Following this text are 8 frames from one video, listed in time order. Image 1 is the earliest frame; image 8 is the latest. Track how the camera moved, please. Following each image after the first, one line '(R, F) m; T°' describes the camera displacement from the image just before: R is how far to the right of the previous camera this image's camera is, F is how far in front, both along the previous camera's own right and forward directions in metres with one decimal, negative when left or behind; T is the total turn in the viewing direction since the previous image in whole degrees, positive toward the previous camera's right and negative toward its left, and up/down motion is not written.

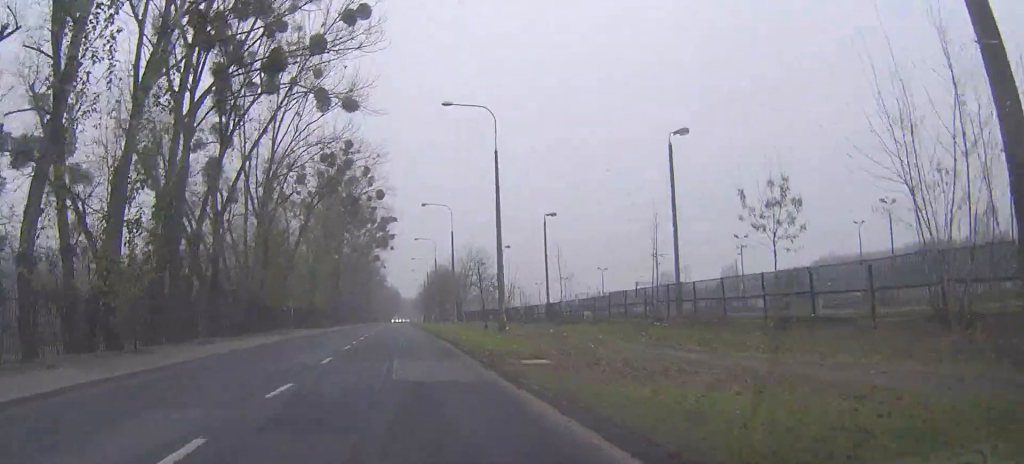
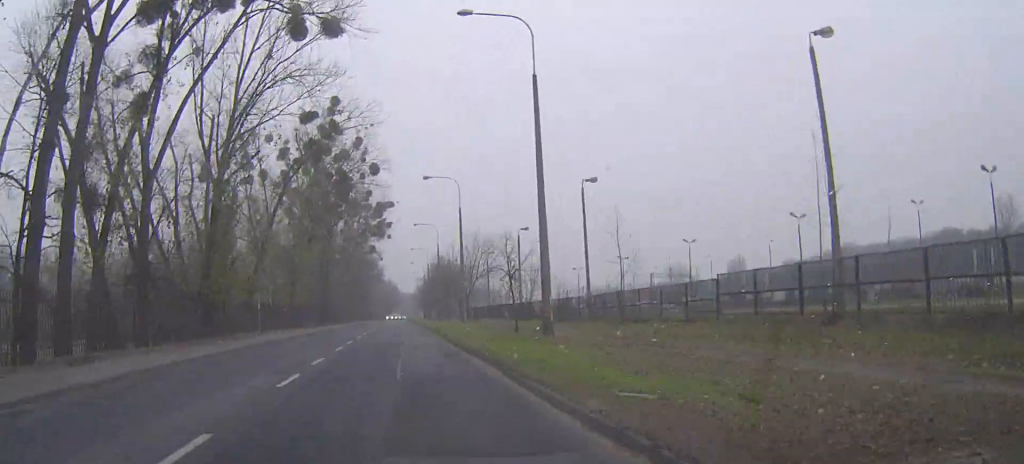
(0.0, +12.1) m; 0°
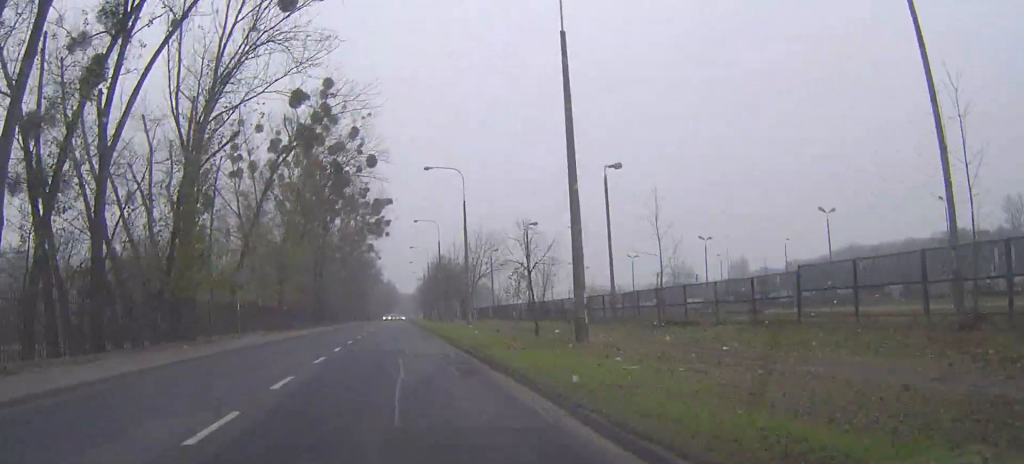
(0.0, +5.1) m; 0°
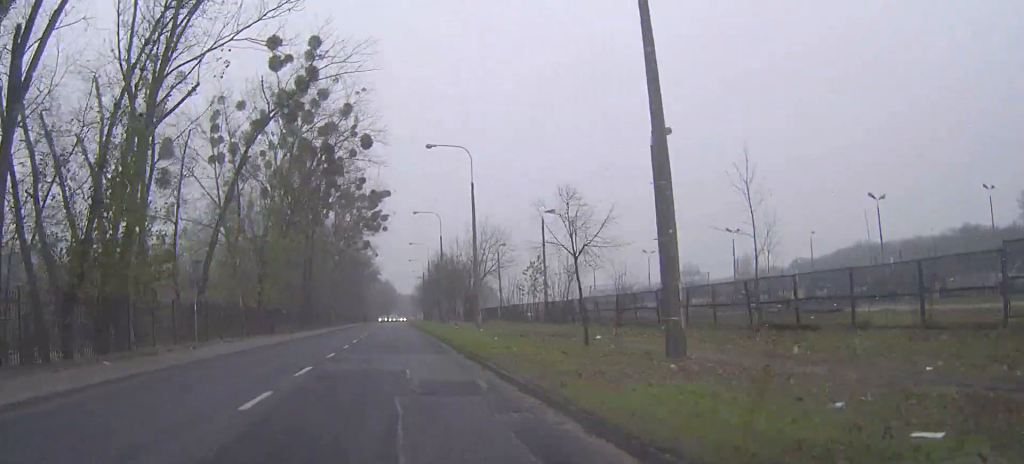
(0.0, +7.6) m; 0°
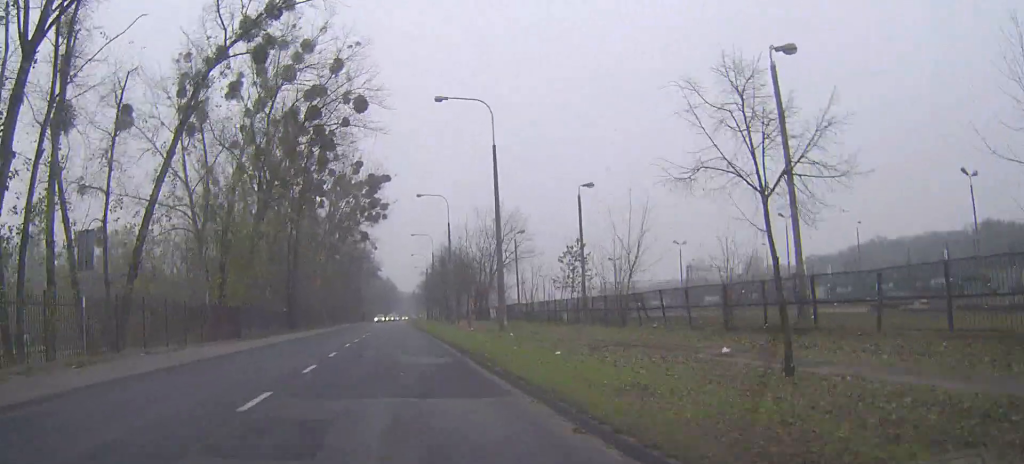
(+0.1, +11.1) m; 0°
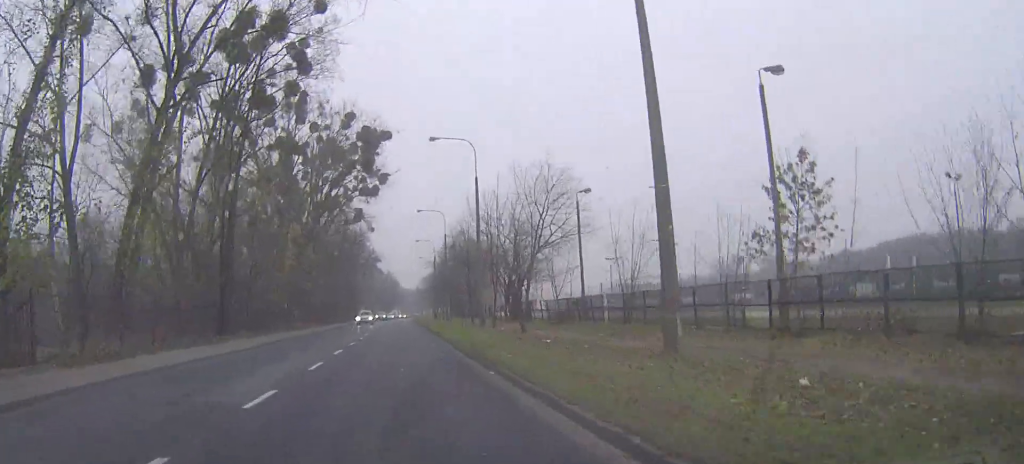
(-0.2, +23.2) m; 0°
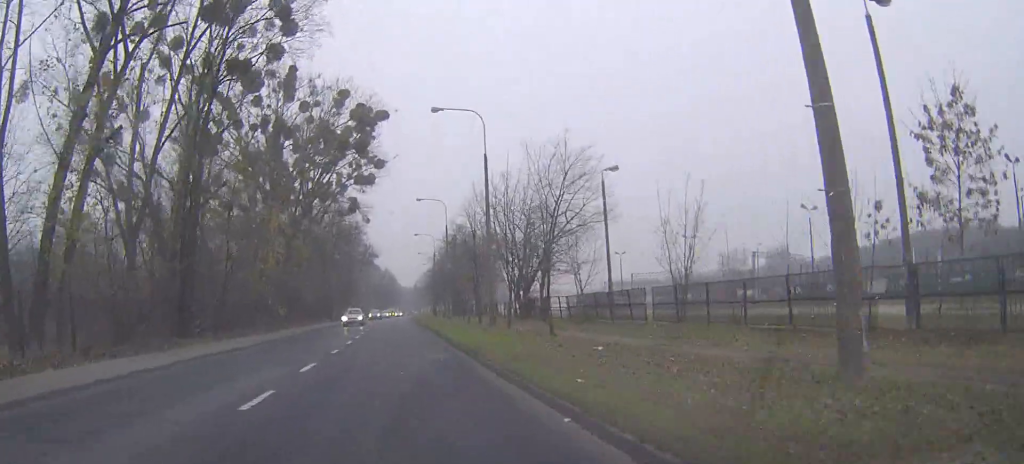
(0.0, +6.1) m; 0°
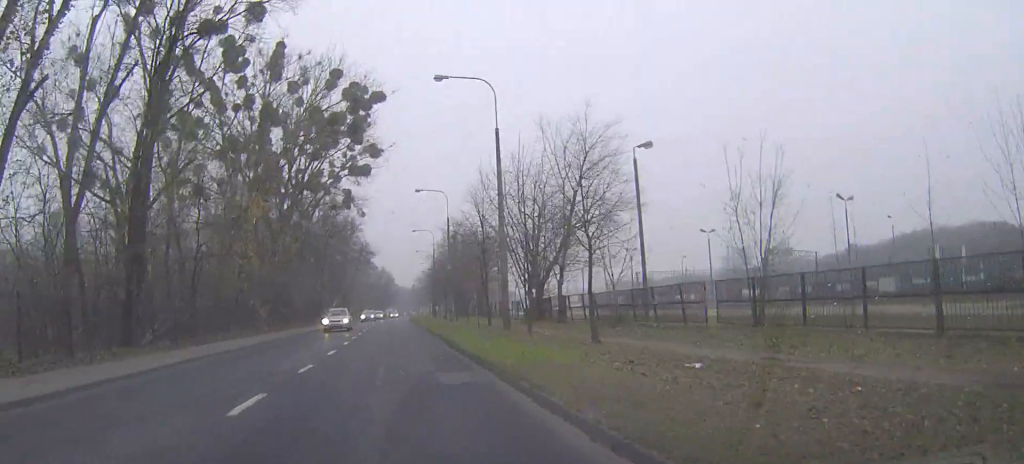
(0.0, +6.1) m; 0°
